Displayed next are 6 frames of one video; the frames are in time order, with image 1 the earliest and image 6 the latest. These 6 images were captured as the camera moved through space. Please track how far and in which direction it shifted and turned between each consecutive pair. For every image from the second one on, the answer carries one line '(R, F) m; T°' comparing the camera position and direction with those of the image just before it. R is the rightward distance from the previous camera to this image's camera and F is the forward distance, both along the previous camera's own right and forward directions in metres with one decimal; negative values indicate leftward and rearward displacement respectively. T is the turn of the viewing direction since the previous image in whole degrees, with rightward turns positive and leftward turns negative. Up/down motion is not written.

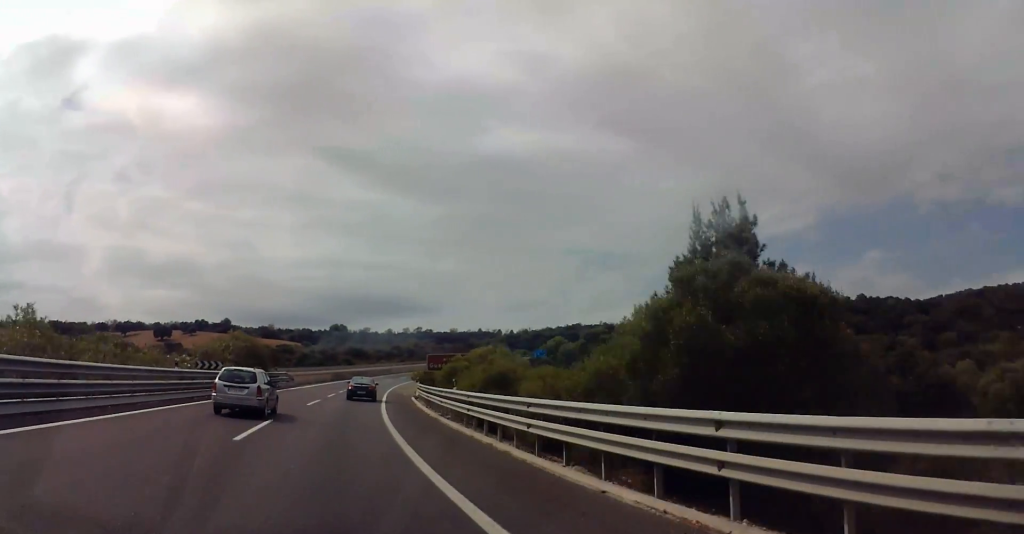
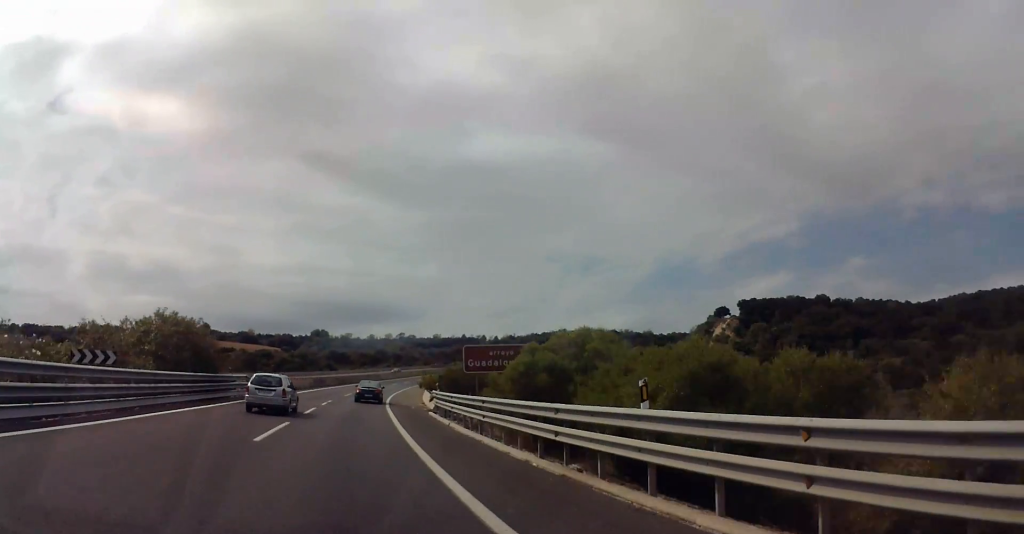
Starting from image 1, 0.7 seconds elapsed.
(+0.3, +17.0) m; +4°
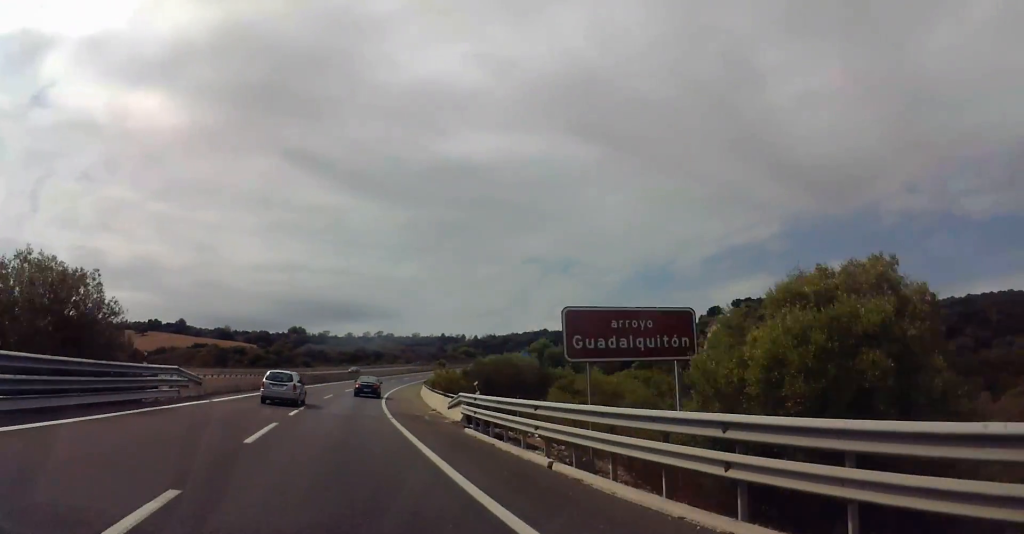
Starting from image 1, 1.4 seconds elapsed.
(+0.6, +15.2) m; +2°
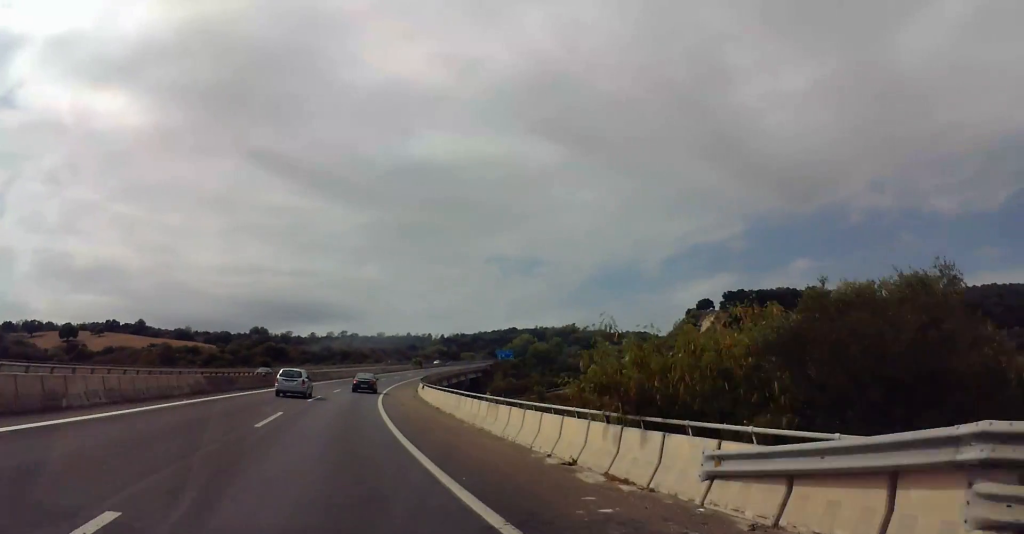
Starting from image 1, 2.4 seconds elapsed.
(+0.5, +24.0) m; +1°
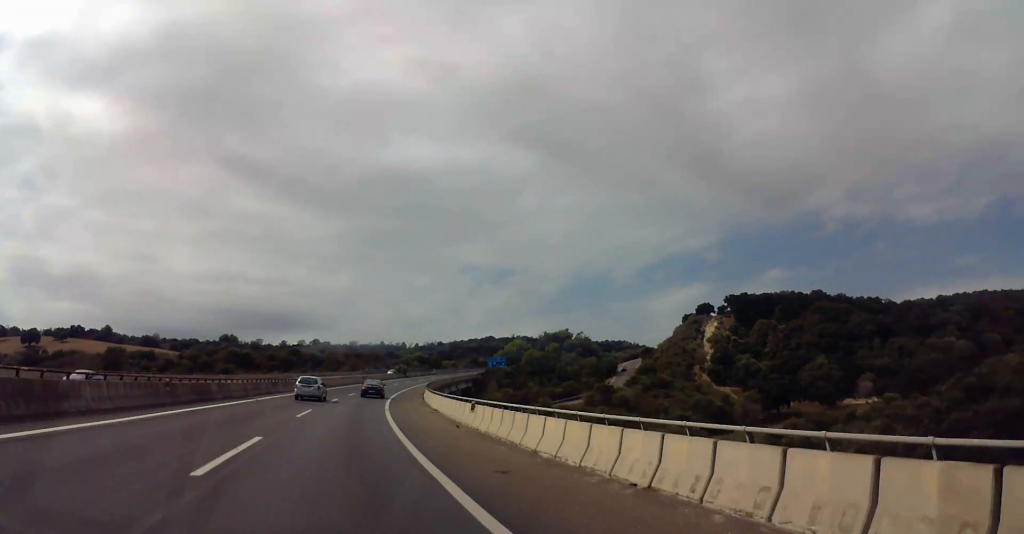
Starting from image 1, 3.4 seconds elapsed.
(-0.2, +24.0) m; 0°
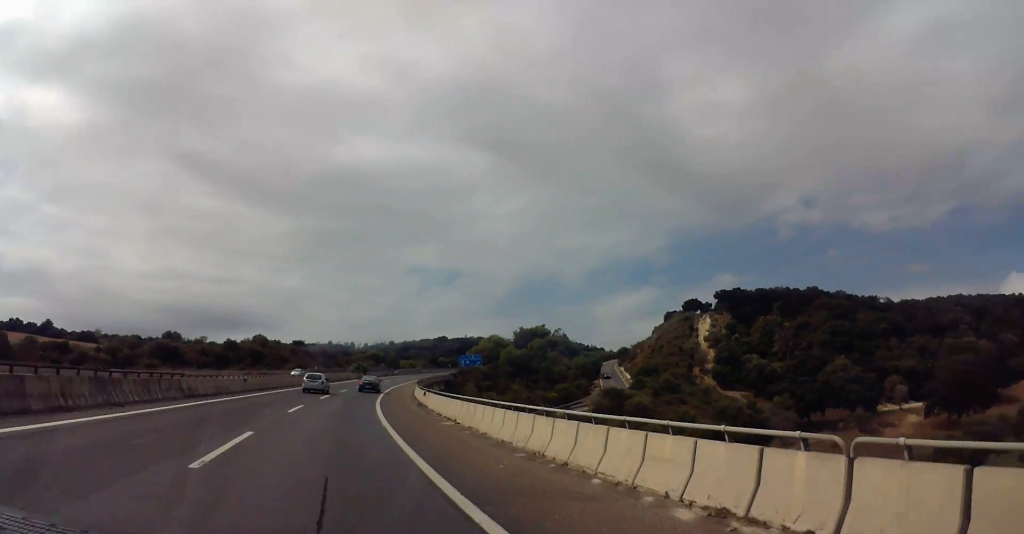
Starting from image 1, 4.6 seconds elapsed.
(+0.5, +30.6) m; +3°
